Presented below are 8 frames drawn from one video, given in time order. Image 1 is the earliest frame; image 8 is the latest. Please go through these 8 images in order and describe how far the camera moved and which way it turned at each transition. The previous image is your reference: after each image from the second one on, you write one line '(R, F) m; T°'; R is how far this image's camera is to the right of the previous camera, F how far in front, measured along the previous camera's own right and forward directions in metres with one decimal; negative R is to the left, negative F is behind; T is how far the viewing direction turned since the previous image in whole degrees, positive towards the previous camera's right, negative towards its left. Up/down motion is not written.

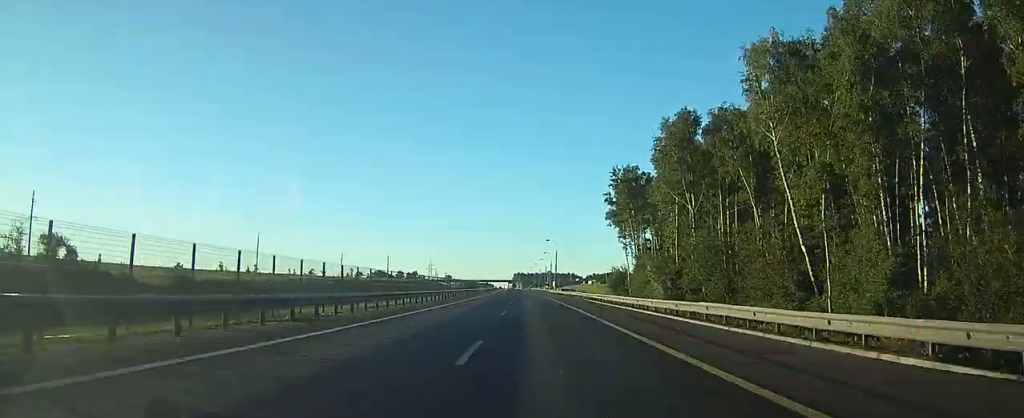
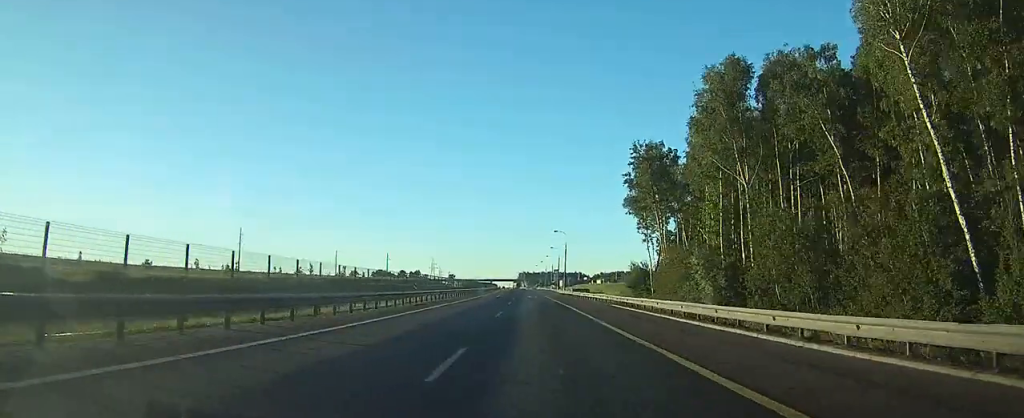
(0.0, +17.7) m; 0°
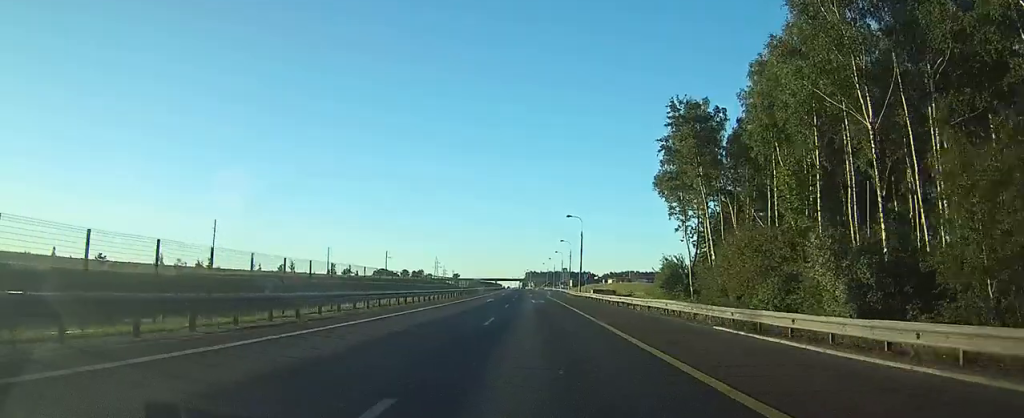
(-0.1, +21.4) m; 0°
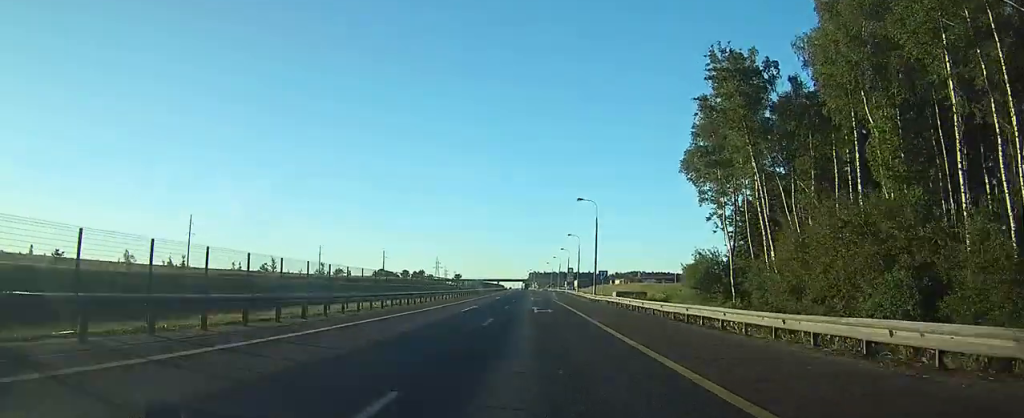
(0.0, +15.5) m; 0°
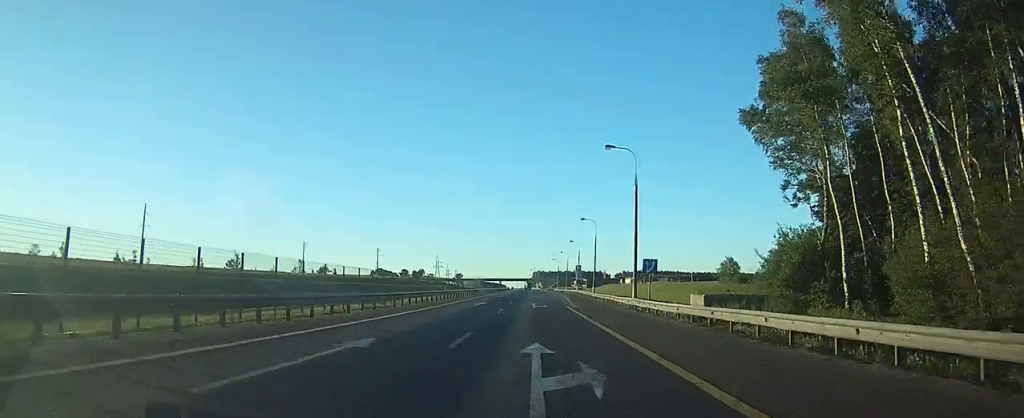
(-0.1, +23.2) m; -1°
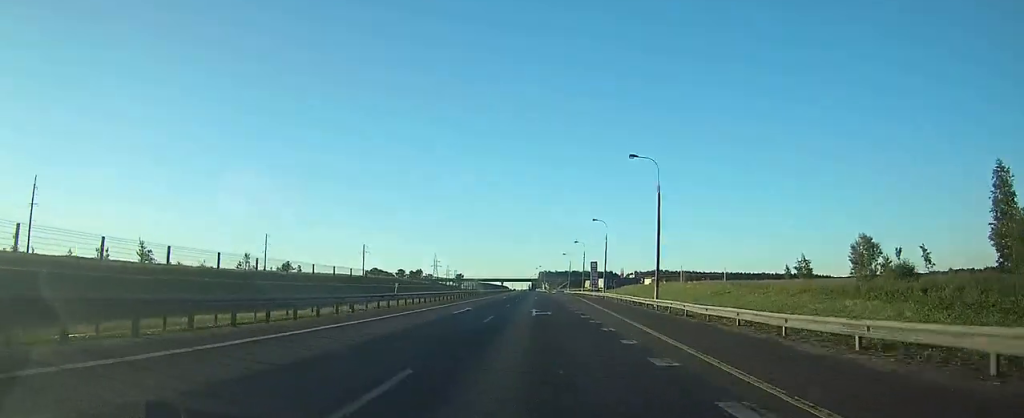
(-0.4, +39.4) m; -1°
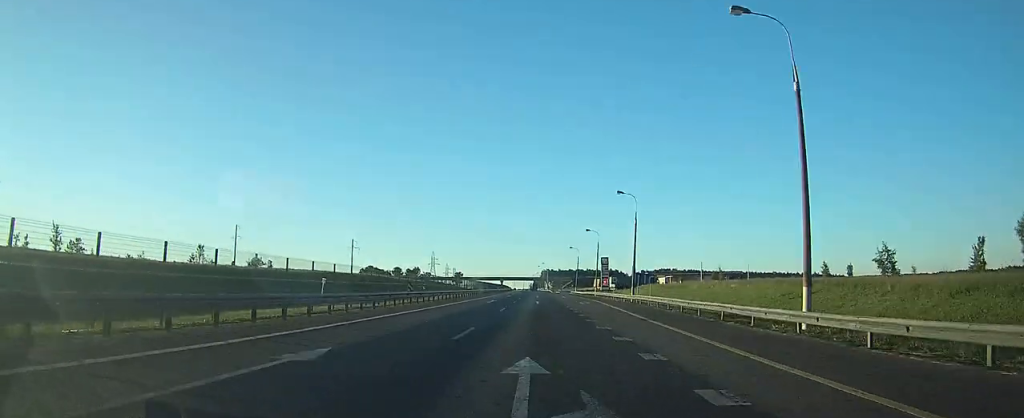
(-0.1, +23.0) m; 0°
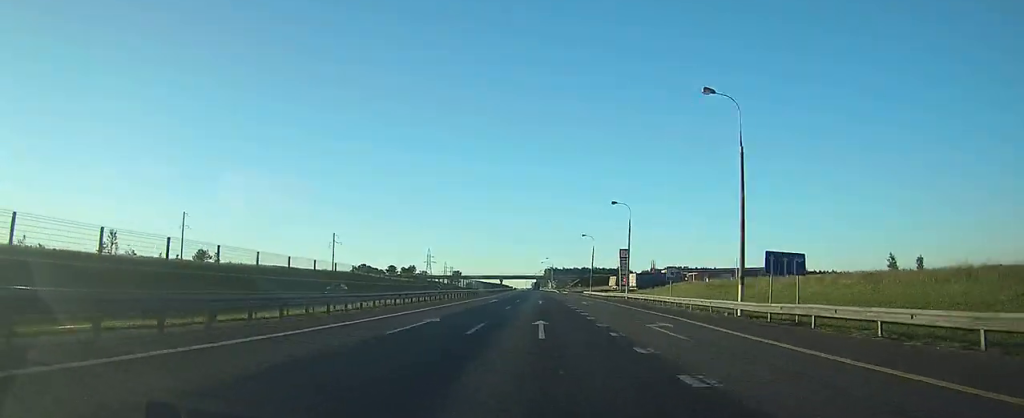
(0.0, +30.5) m; 0°
